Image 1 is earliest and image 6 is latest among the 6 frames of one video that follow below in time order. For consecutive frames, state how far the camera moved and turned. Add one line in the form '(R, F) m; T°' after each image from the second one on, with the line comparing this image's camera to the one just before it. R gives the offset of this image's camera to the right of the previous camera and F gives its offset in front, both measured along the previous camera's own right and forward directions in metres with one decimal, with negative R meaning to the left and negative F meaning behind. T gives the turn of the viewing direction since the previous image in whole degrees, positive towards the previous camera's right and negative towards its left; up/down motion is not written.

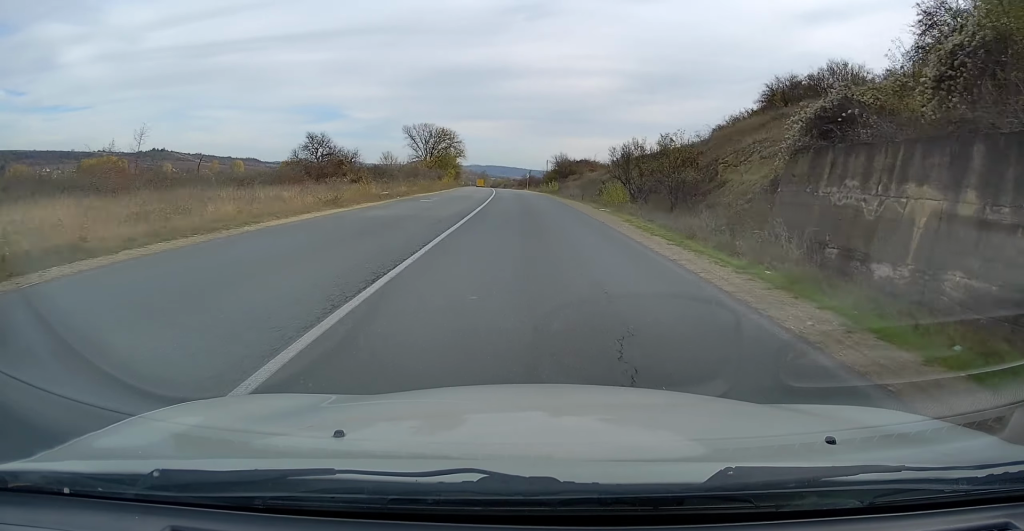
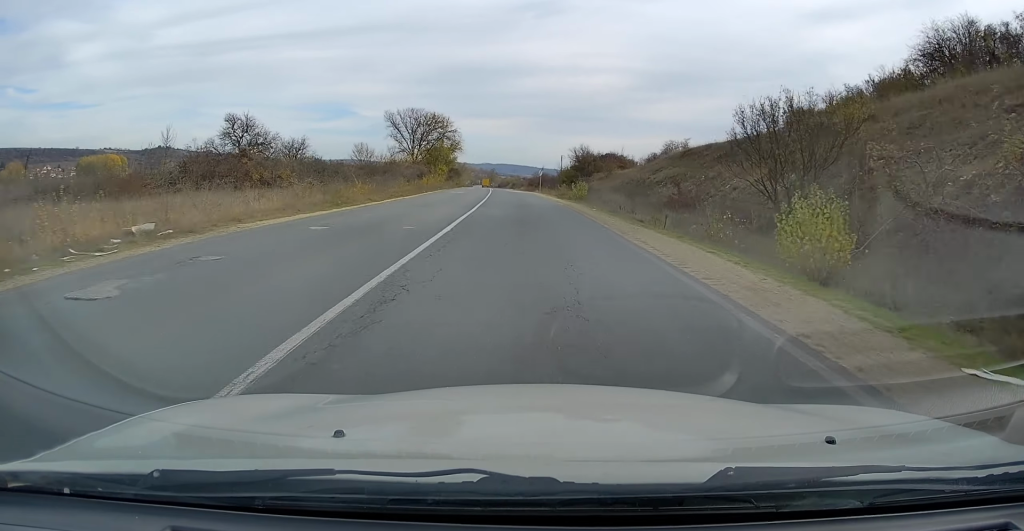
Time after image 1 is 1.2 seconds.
(-0.4, +23.9) m; -1°
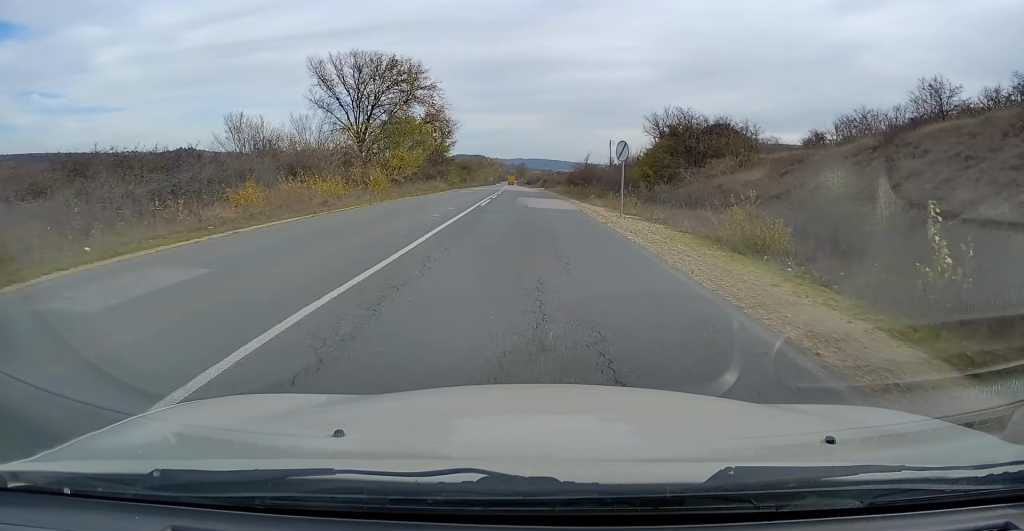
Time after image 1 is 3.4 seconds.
(-0.6, +51.7) m; -2°
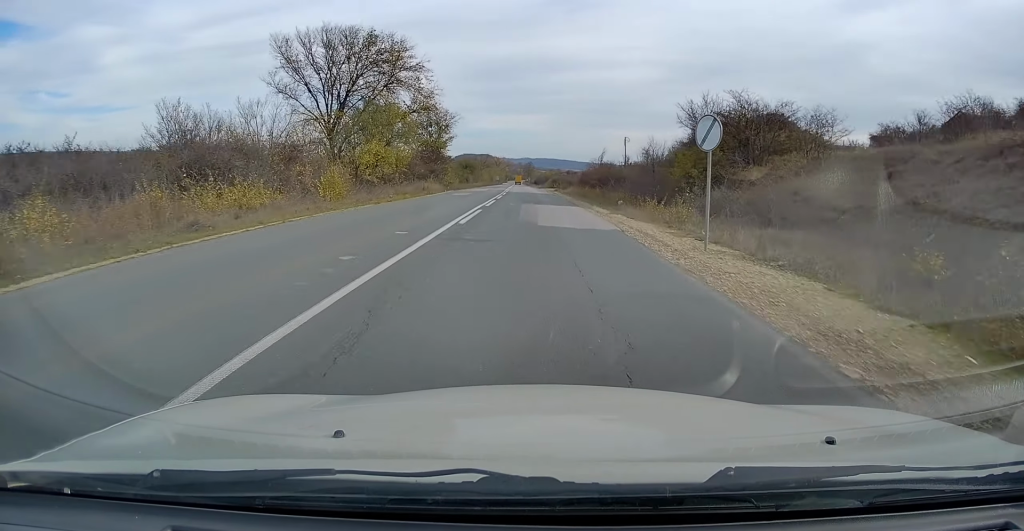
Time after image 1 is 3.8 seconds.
(-0.2, +11.1) m; -1°
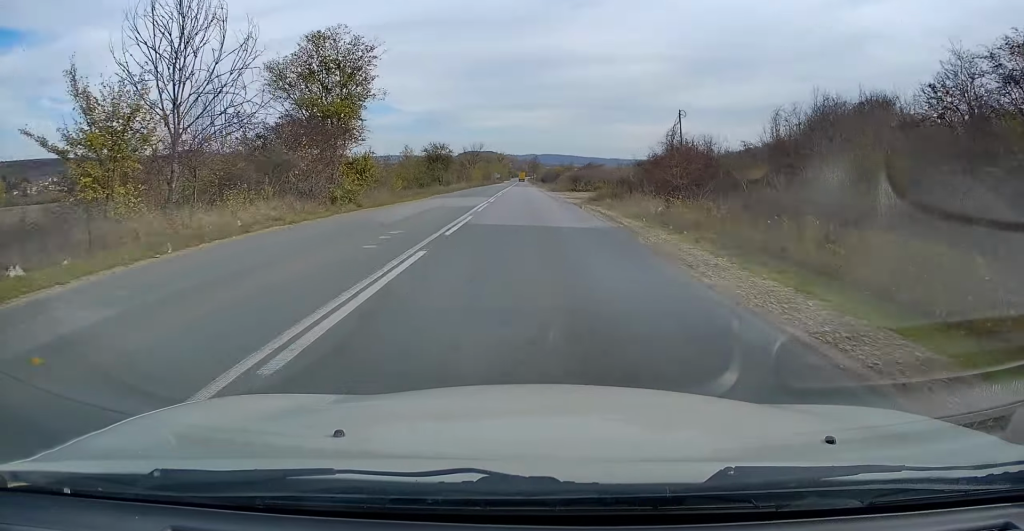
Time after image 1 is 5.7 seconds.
(-0.1, +41.5) m; -1°
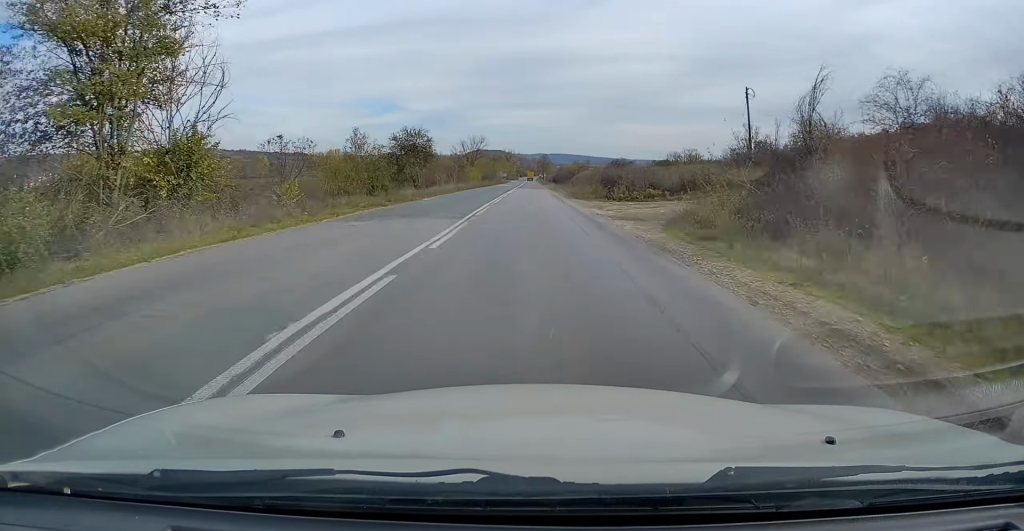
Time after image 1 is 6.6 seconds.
(-0.3, +21.4) m; 0°
